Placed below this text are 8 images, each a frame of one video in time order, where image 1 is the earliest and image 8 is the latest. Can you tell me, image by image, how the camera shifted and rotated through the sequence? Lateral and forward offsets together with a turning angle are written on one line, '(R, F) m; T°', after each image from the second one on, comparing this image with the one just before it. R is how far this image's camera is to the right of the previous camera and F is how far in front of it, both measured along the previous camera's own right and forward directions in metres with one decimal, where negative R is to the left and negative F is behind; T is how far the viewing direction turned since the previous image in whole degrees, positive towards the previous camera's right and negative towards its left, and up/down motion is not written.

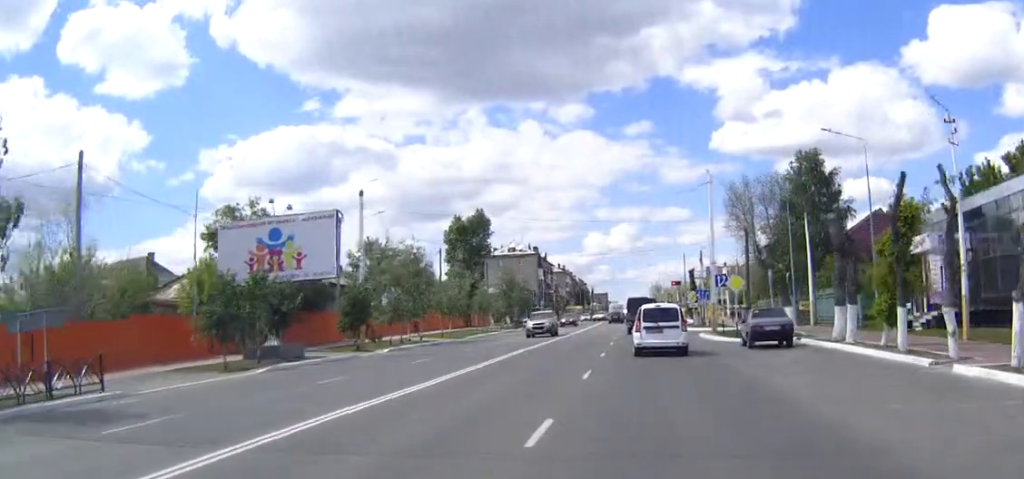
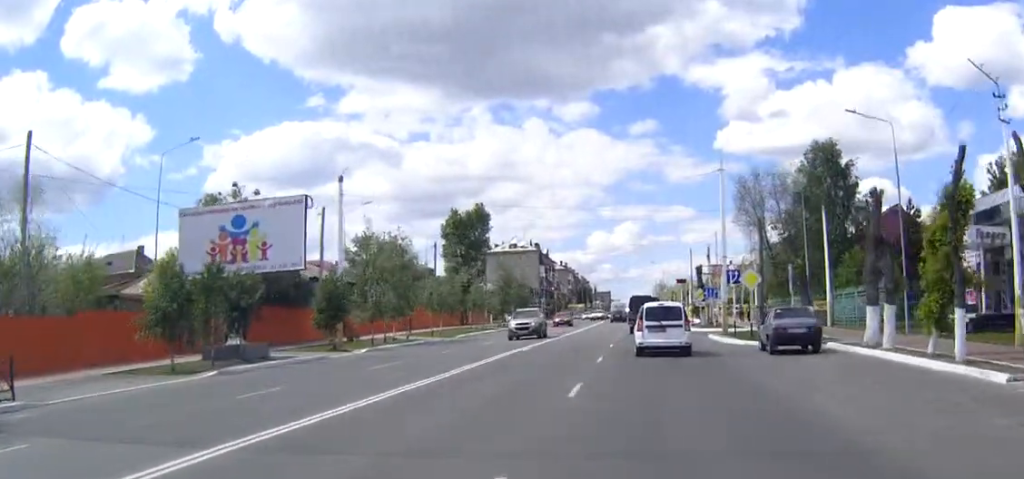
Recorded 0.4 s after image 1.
(0.0, +4.2) m; 0°
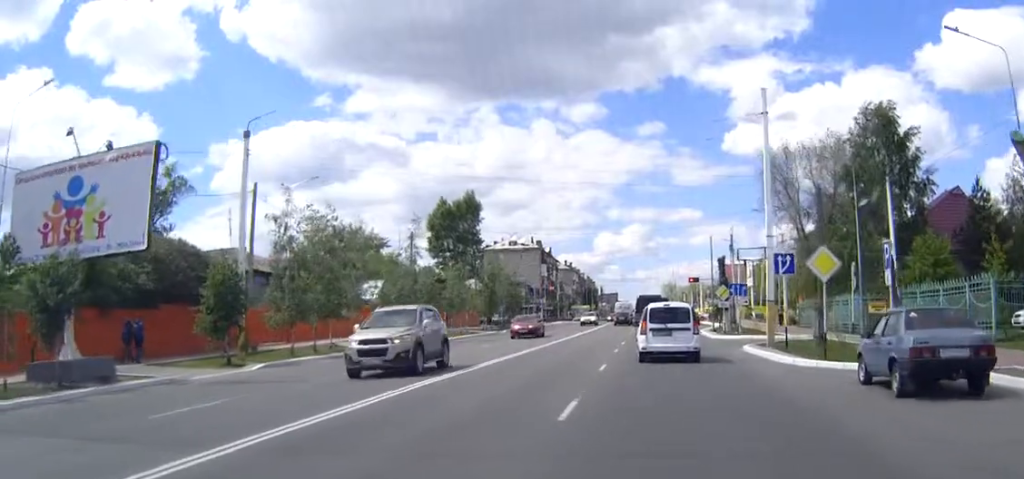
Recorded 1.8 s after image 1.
(-0.1, +12.2) m; -1°
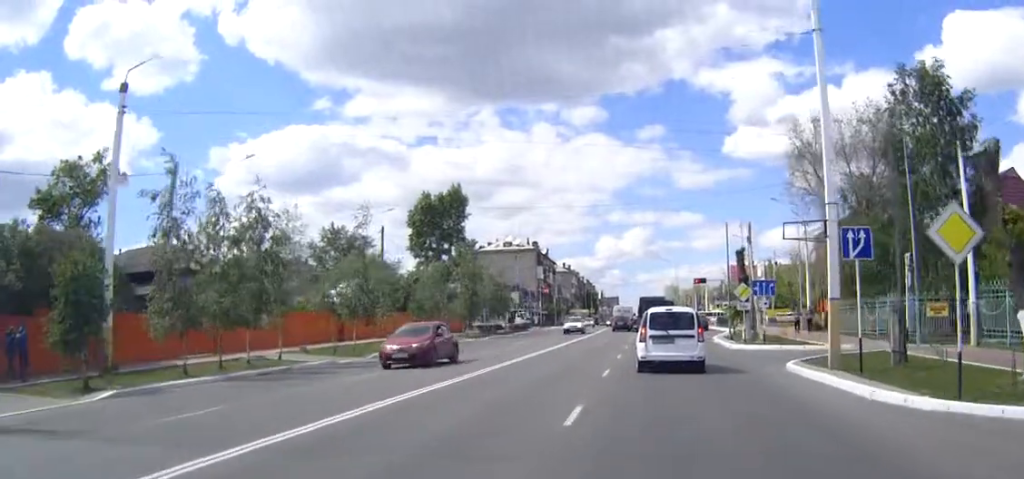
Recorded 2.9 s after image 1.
(0.0, +9.2) m; 0°
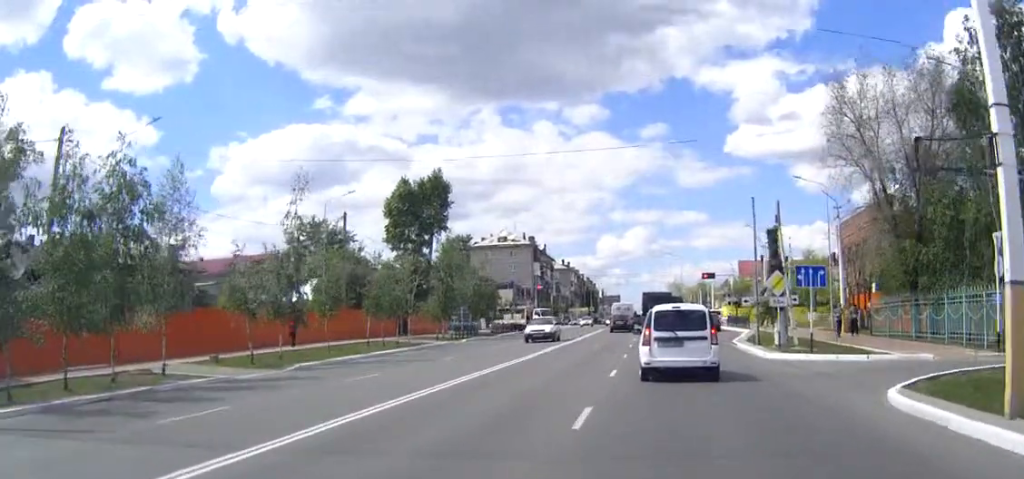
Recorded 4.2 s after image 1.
(0.0, +9.5) m; -1°
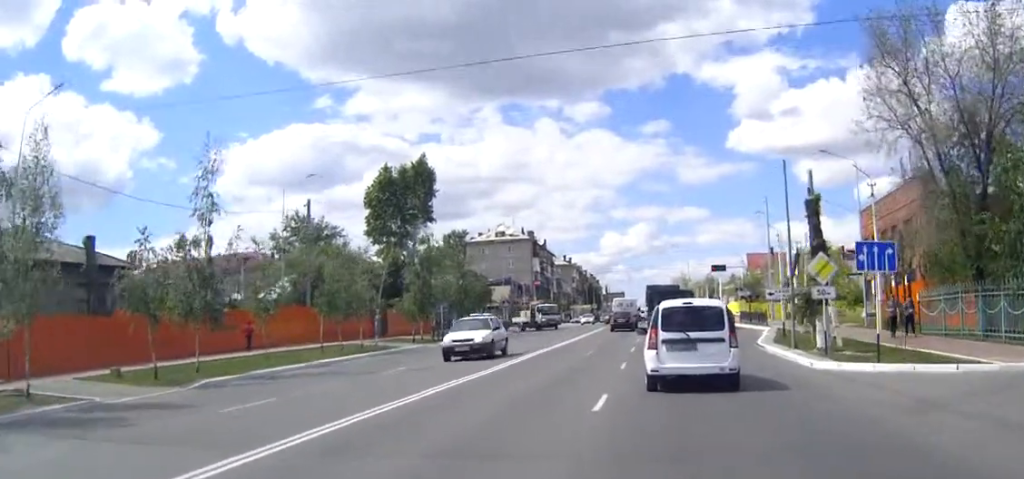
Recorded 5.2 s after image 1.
(-0.1, +7.4) m; -2°
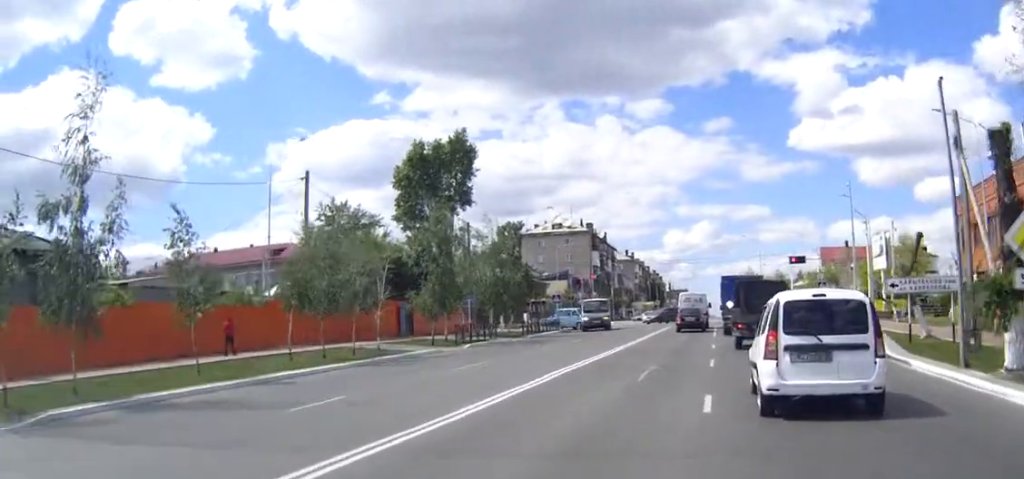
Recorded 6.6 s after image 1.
(-0.3, +10.0) m; -2°
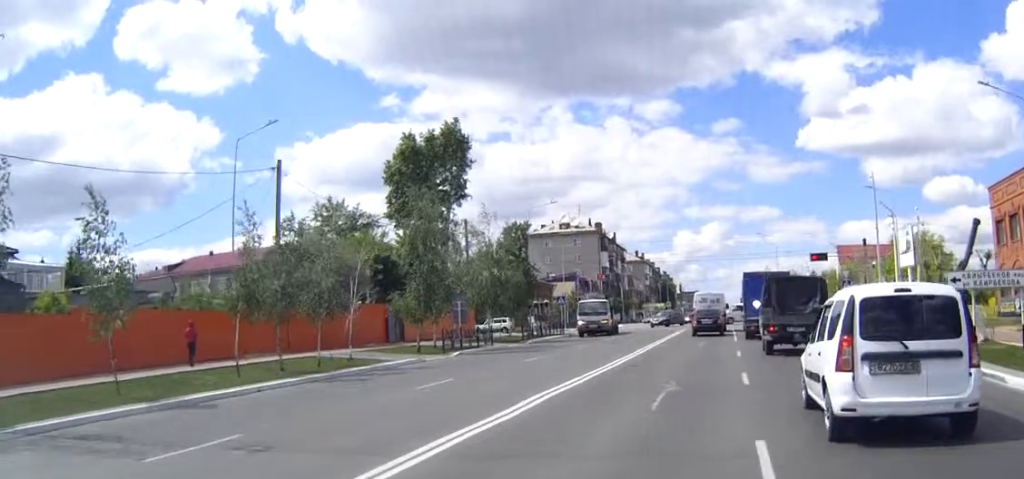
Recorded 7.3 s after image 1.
(0.0, +4.7) m; 0°
